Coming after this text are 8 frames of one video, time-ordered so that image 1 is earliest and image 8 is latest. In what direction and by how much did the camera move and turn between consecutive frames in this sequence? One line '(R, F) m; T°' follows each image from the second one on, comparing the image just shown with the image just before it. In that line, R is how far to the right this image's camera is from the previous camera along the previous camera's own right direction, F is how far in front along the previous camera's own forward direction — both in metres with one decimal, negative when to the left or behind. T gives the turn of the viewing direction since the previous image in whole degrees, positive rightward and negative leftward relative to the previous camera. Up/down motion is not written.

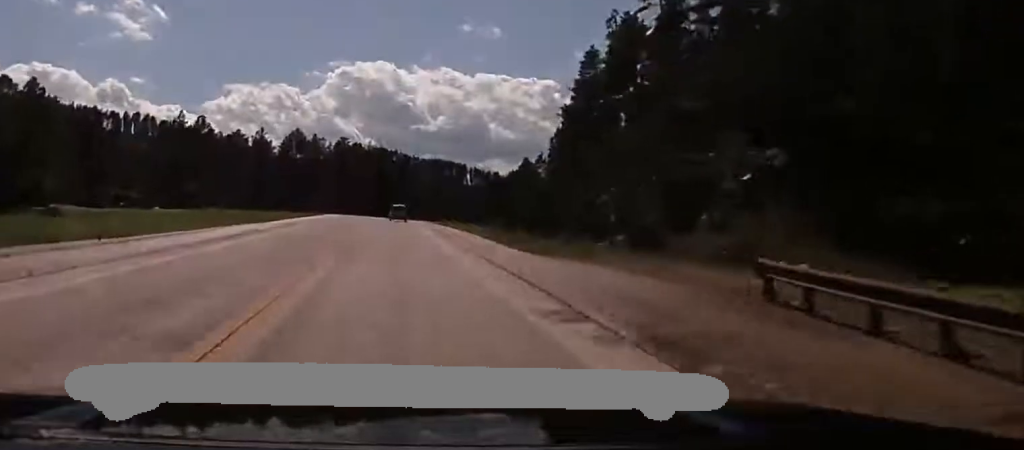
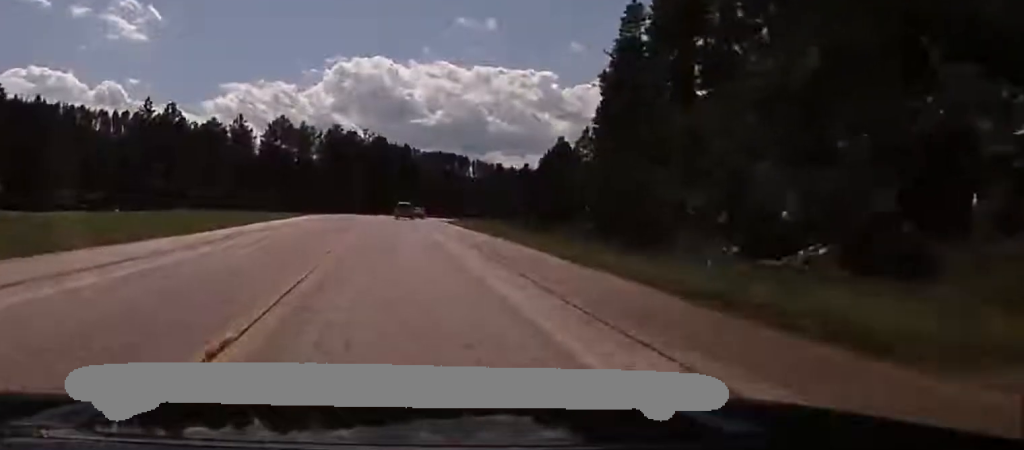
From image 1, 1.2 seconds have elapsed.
(+0.1, +27.3) m; +2°
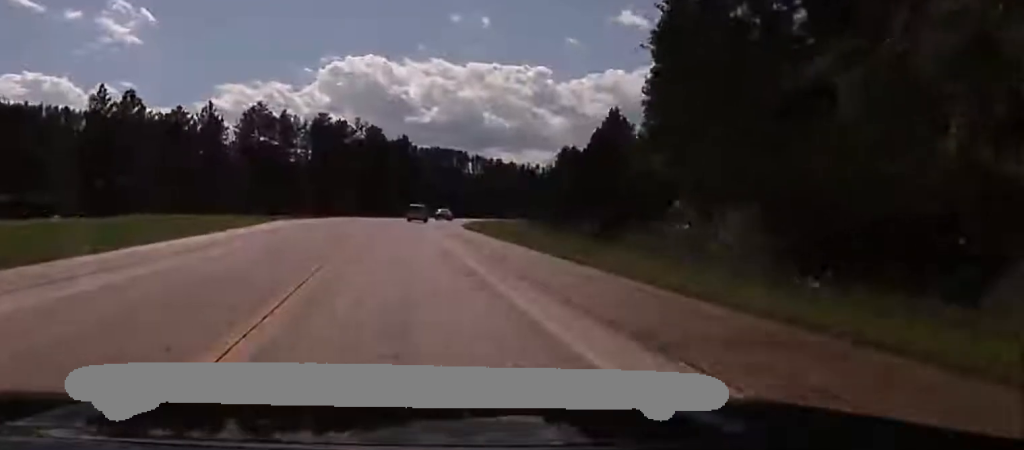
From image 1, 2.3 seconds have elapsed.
(+0.8, +25.8) m; +1°
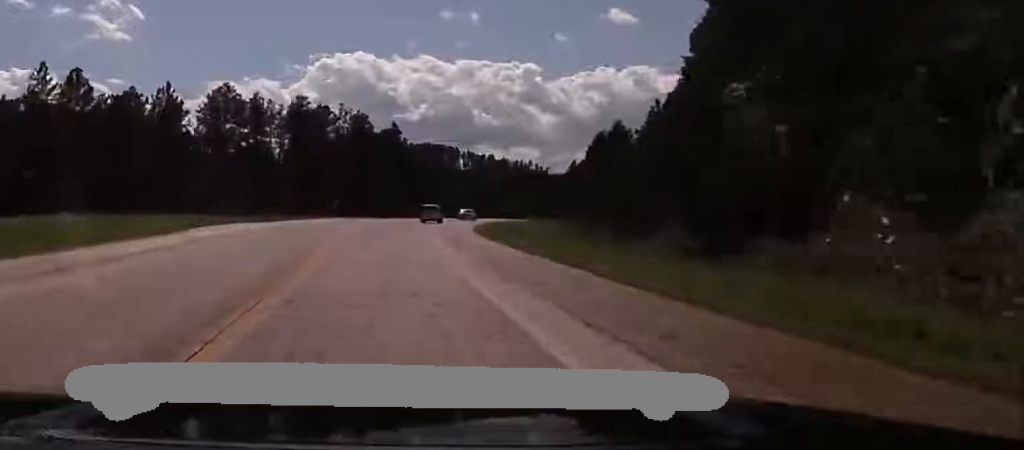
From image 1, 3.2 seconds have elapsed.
(0.0, +21.1) m; -3°
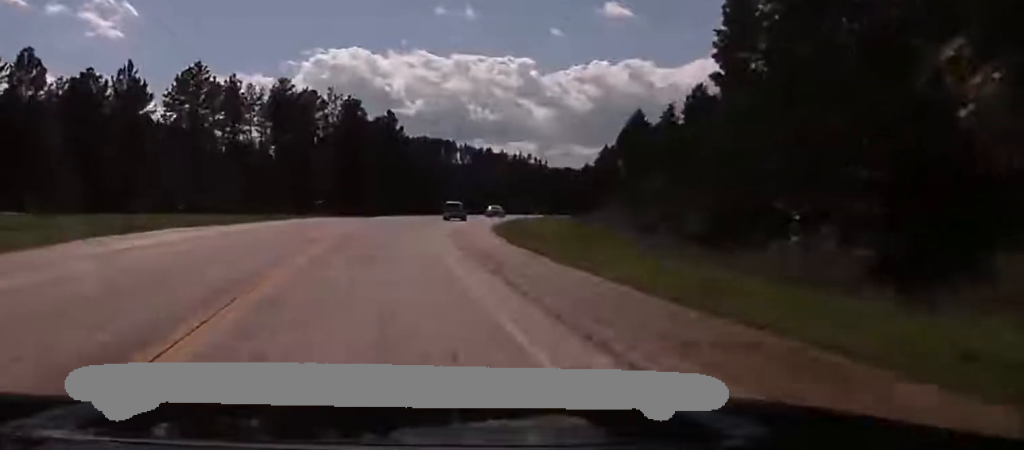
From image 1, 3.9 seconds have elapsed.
(-1.5, +15.1) m; -2°
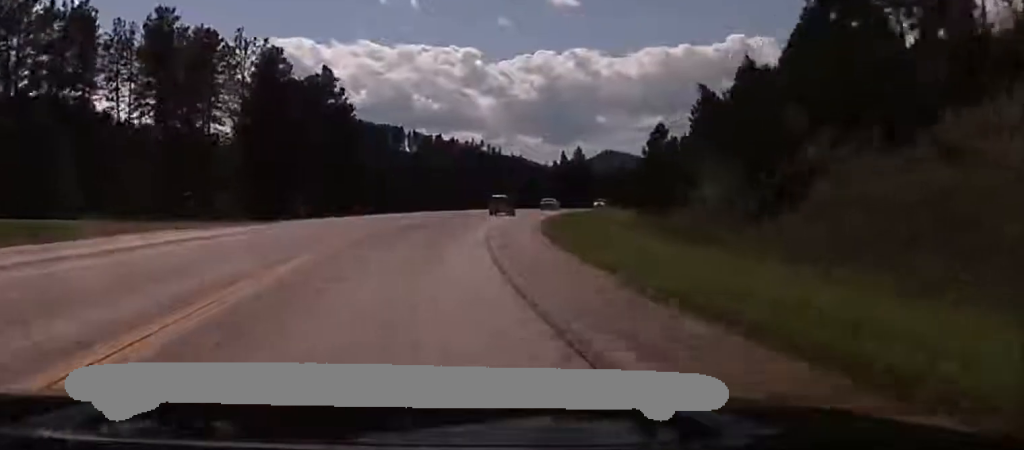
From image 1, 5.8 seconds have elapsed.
(+3.2, +40.5) m; +8°
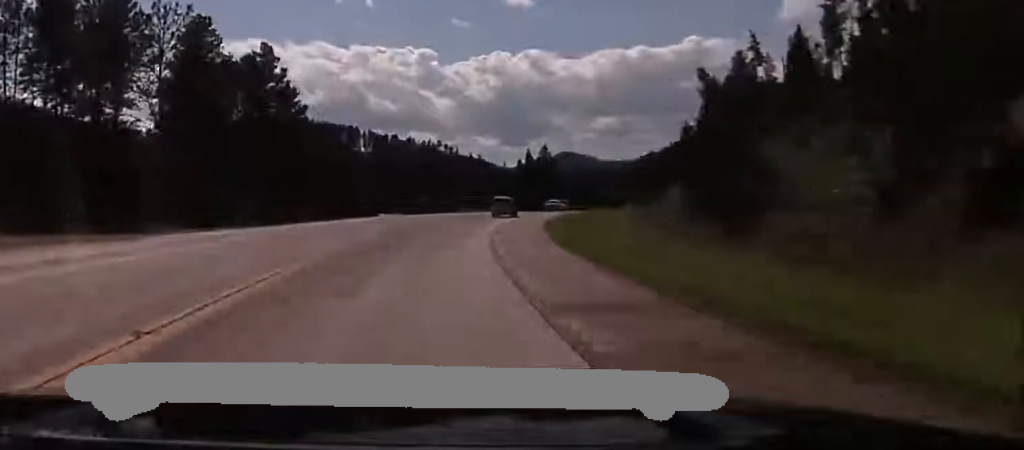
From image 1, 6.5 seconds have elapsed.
(+0.7, +16.6) m; +3°
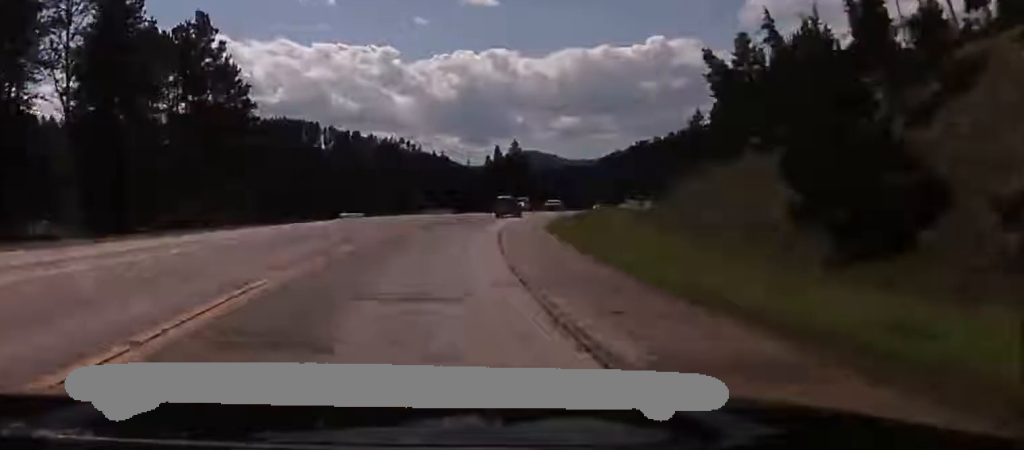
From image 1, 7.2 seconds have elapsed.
(+0.3, +14.3) m; +3°
